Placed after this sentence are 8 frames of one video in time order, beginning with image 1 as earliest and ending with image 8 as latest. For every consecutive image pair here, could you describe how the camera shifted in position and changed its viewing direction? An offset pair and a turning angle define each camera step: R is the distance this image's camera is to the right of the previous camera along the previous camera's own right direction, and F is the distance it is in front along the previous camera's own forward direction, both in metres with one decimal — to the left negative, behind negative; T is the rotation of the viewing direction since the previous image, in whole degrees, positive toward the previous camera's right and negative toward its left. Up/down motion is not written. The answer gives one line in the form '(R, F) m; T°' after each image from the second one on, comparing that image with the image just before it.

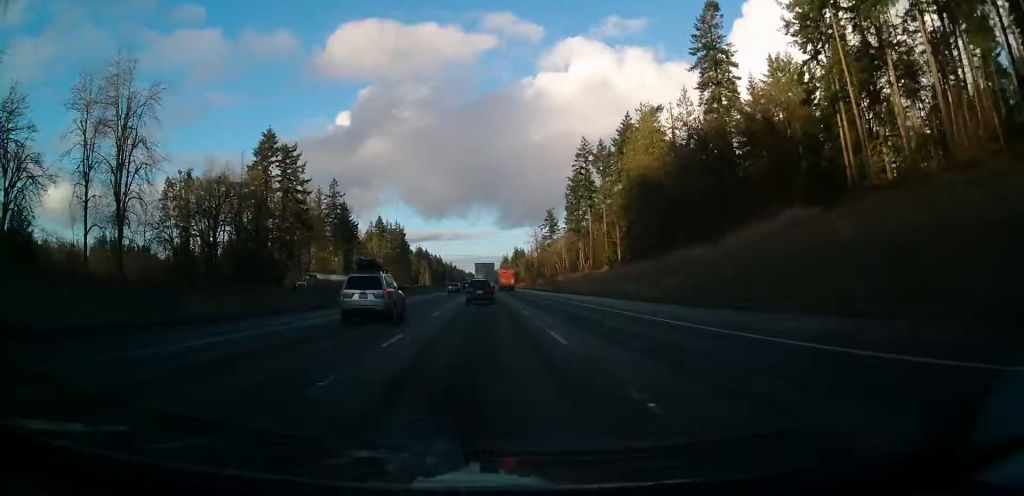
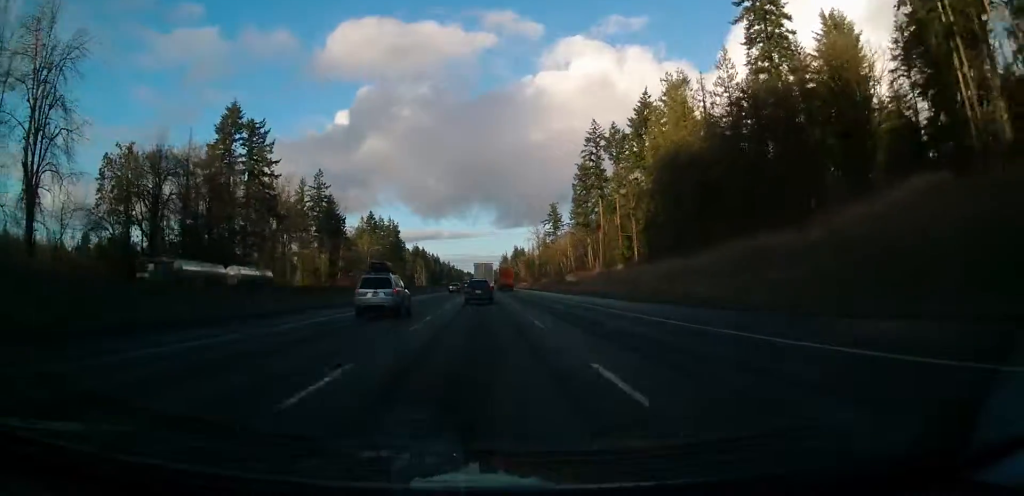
(0.0, +18.5) m; 0°
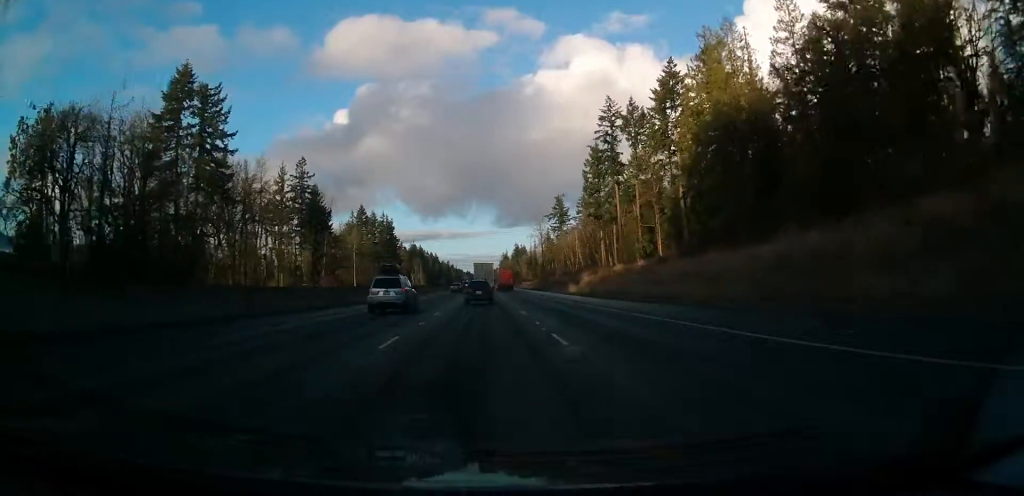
(0.0, +19.4) m; 0°
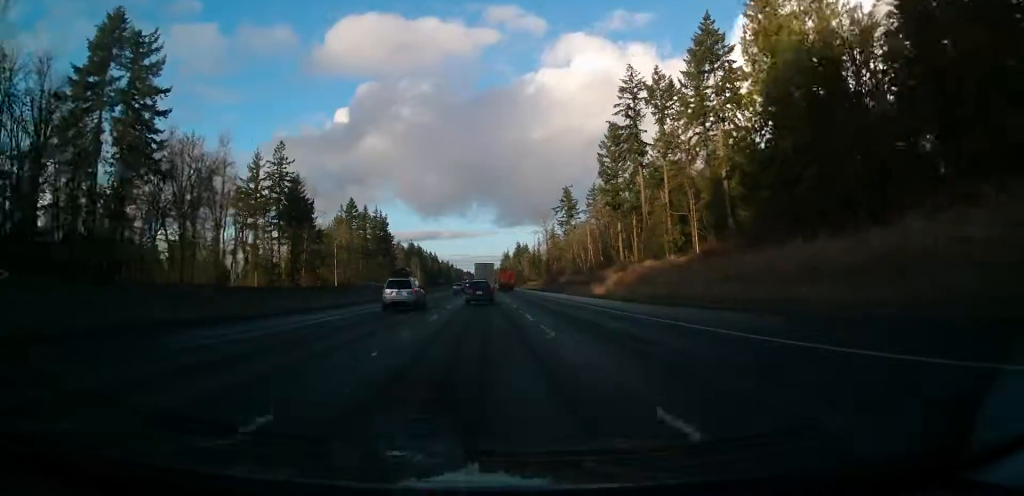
(0.0, +20.3) m; 0°
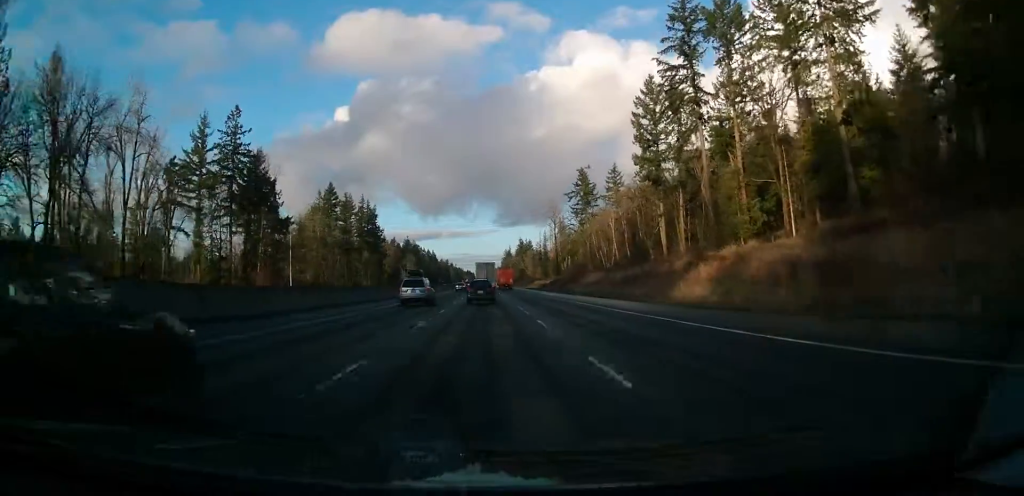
(+0.1, +32.1) m; 0°
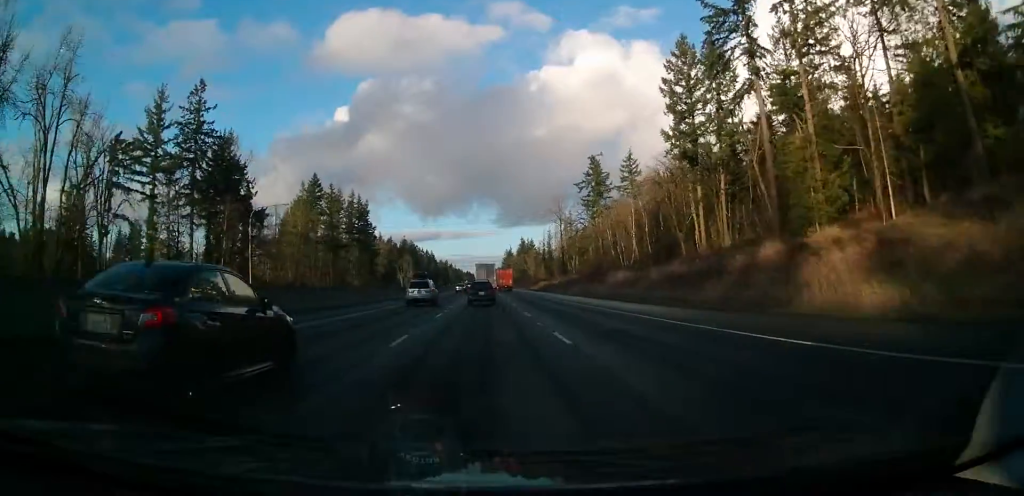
(0.0, +18.6) m; 0°
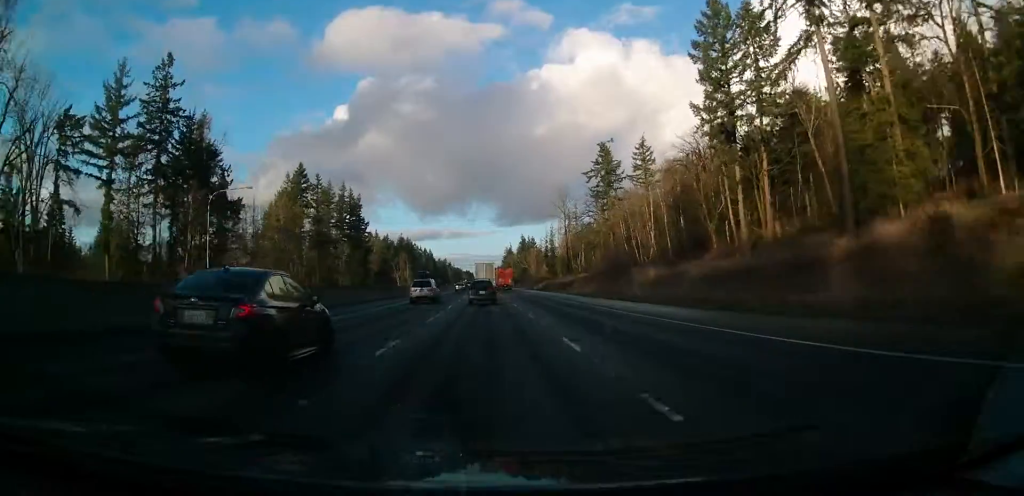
(0.0, +13.7) m; 0°
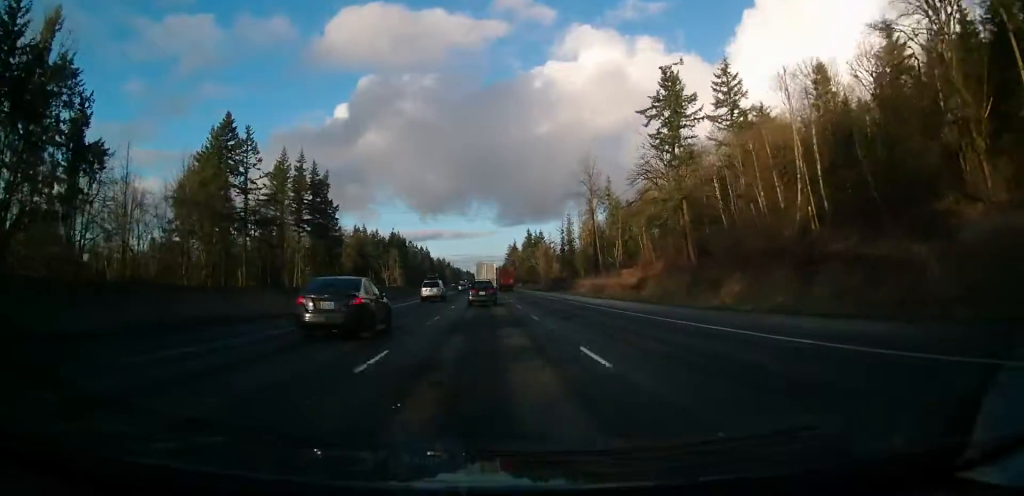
(+0.4, +50.3) m; +1°
